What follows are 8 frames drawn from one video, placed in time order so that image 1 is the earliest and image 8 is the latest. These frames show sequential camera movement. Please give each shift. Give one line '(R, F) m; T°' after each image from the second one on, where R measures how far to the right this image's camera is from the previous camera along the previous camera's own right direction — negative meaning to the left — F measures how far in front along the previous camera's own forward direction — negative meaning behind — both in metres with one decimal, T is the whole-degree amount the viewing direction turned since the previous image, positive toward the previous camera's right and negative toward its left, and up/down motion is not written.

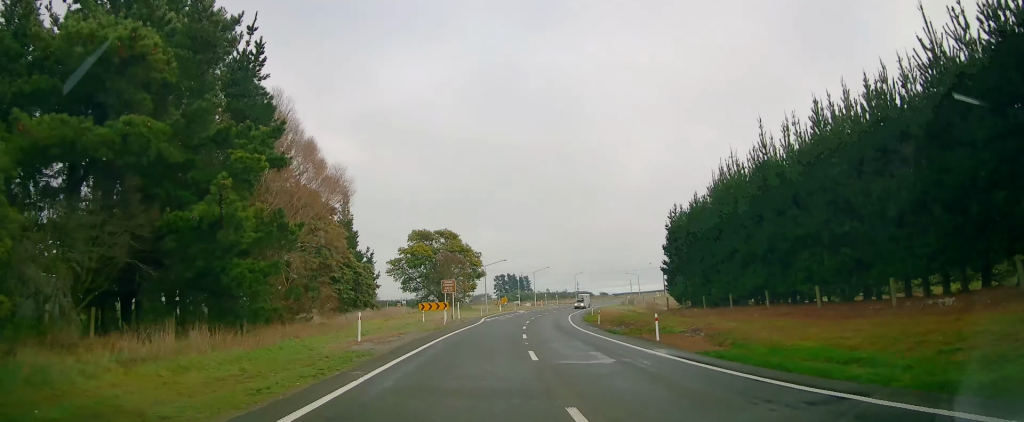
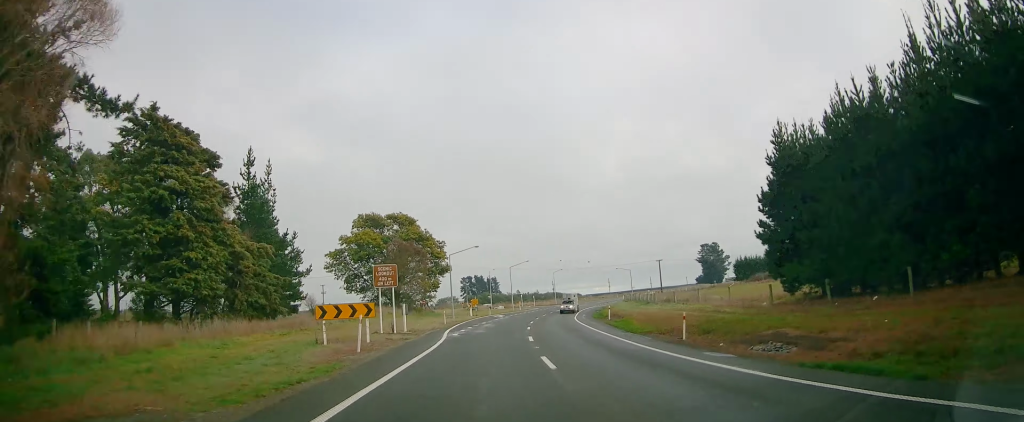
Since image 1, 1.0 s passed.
(+0.7, +22.5) m; +3°
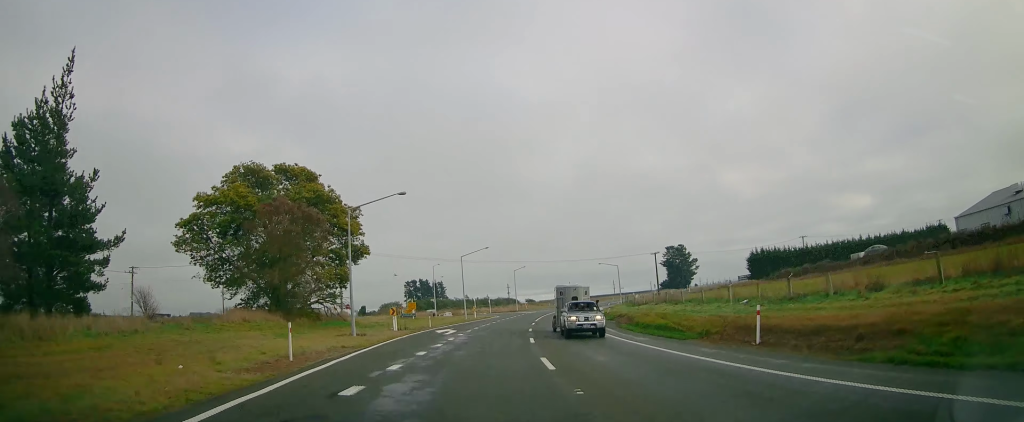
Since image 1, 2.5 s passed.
(+1.1, +30.8) m; +5°
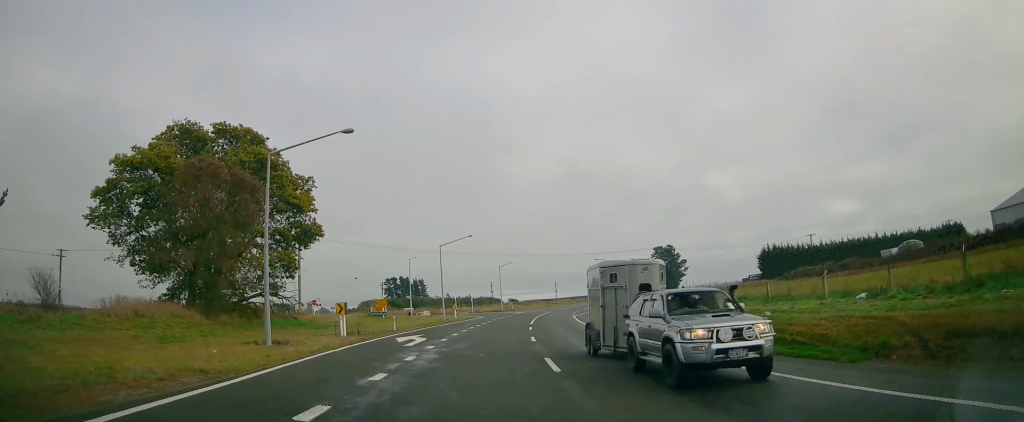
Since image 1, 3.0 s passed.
(0.0, +10.6) m; +2°
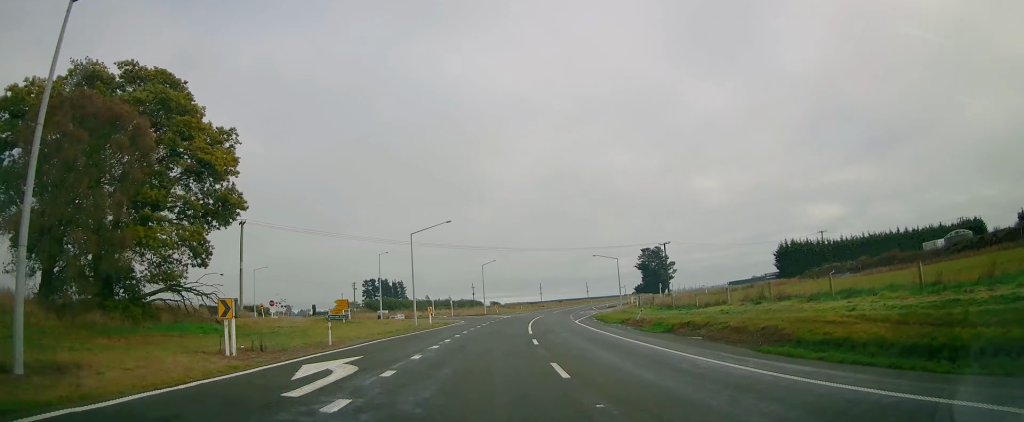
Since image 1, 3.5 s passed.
(+0.4, +11.3) m; +3°
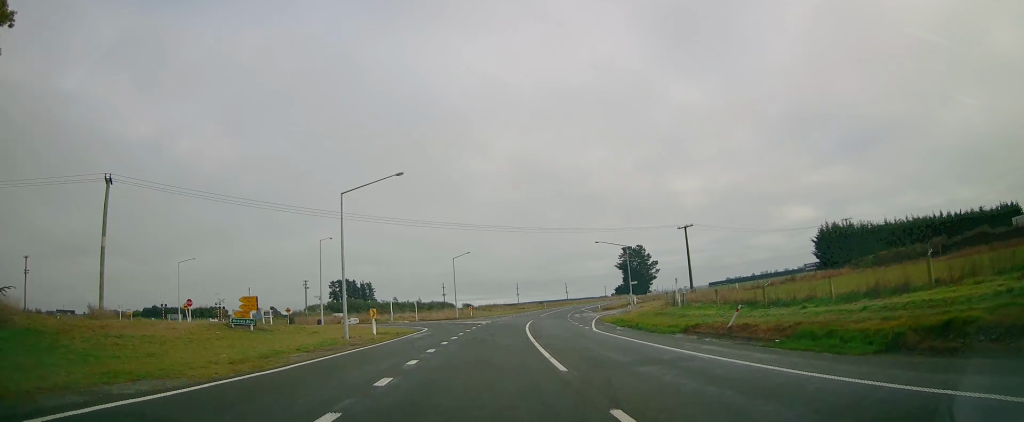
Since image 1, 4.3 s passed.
(+0.7, +17.0) m; +4°
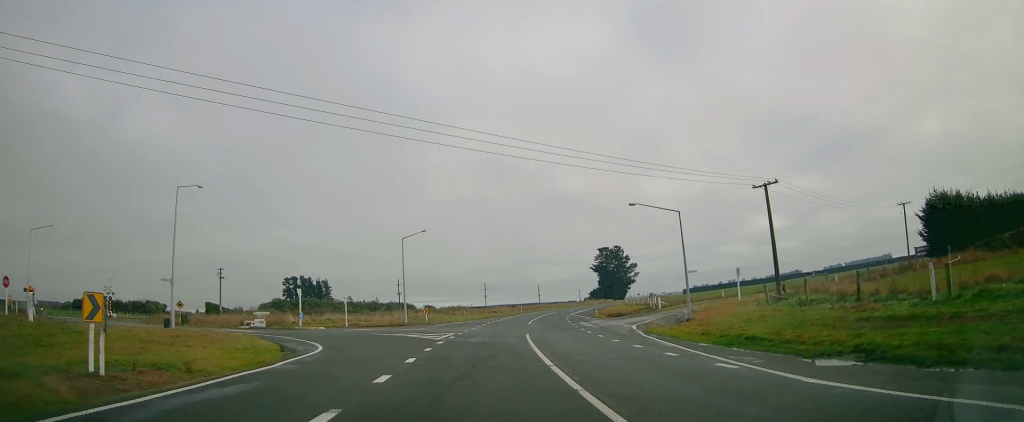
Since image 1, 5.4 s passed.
(+0.6, +23.6) m; +3°
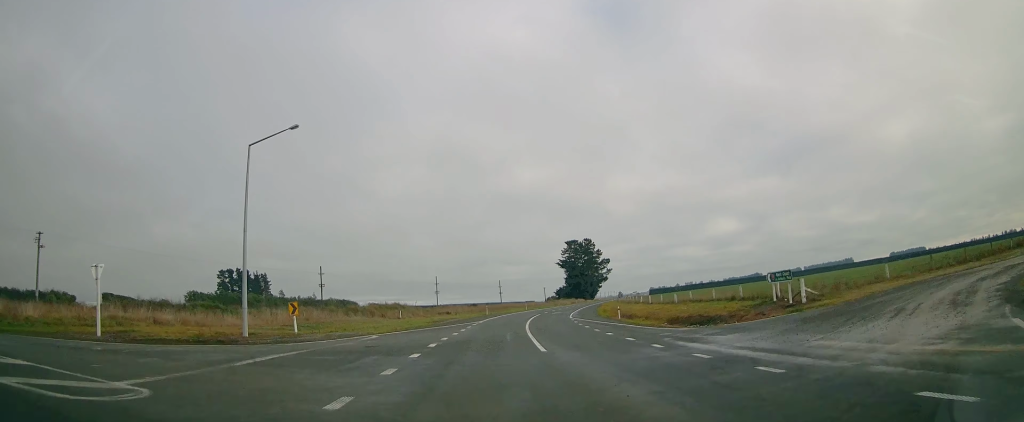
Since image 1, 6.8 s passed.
(+1.3, +31.3) m; +5°
